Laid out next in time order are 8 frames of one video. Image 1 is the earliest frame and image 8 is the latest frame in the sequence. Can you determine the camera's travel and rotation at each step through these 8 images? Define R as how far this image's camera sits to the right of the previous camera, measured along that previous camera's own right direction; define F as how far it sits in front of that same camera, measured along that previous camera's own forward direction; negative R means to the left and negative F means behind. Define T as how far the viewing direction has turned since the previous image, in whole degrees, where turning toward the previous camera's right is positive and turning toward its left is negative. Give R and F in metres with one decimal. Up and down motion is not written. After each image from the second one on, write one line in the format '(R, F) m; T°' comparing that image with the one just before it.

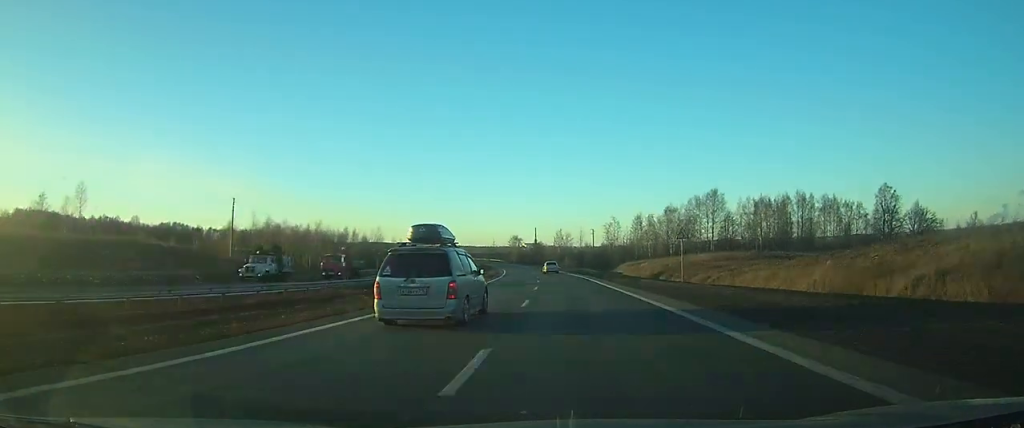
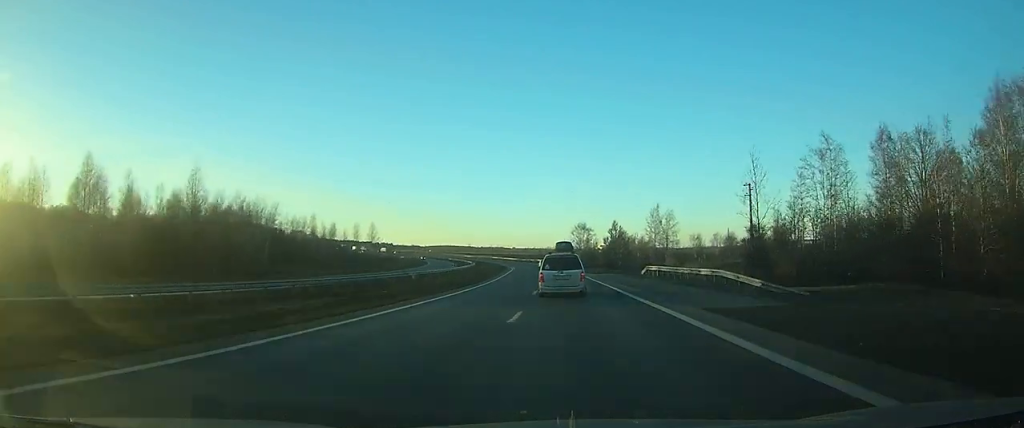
(-6.9, +108.4) m; -7°
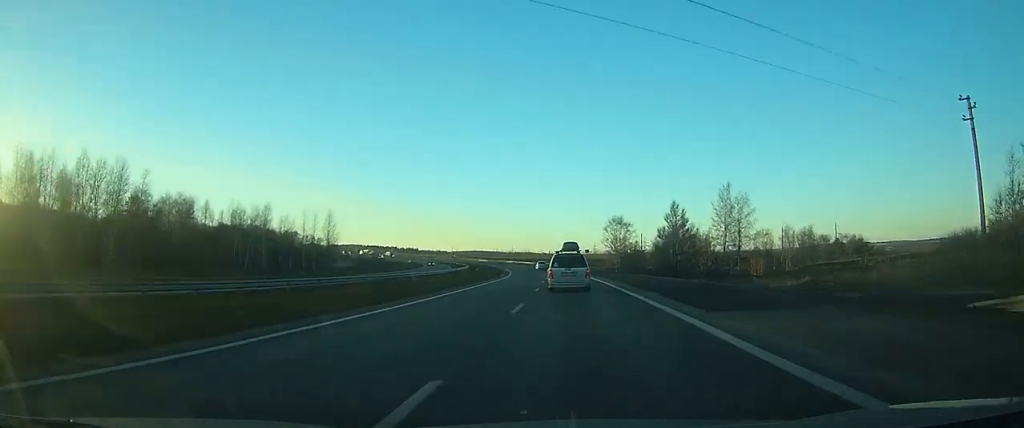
(-1.1, +47.2) m; -3°
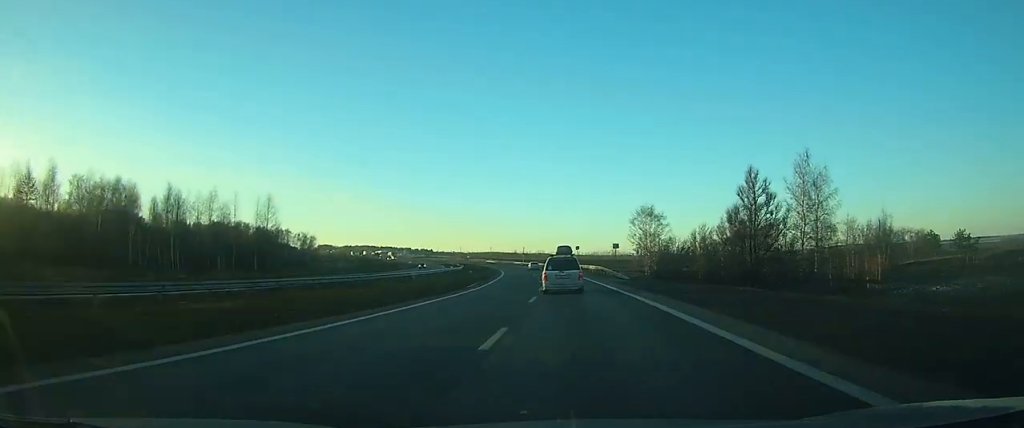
(-0.6, +31.2) m; -2°
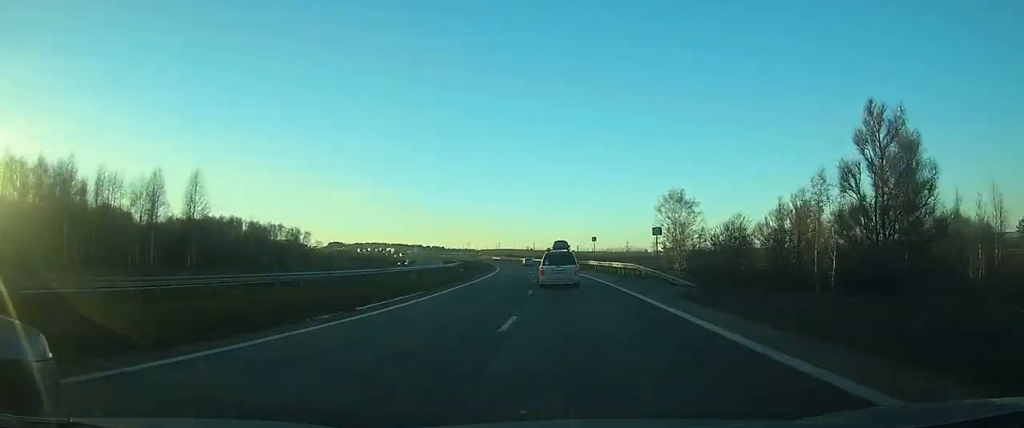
(-0.3, +22.1) m; -2°
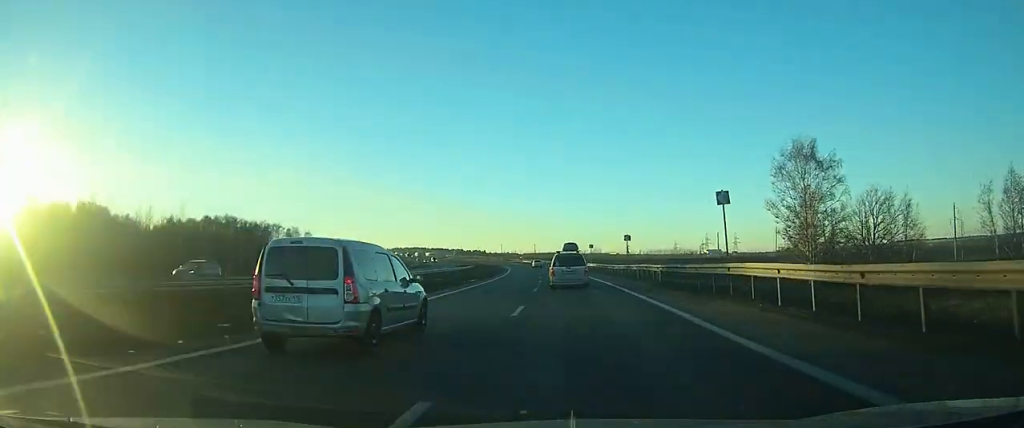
(-1.3, +44.9) m; -3°
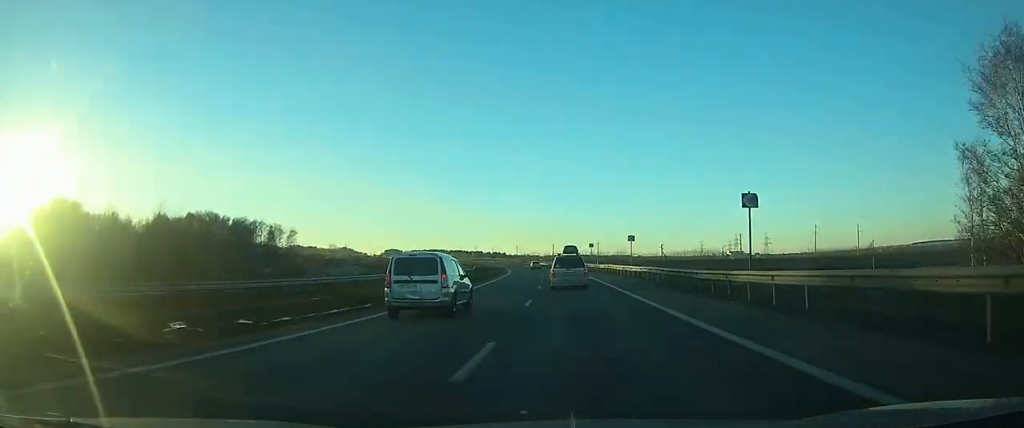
(-0.4, +31.6) m; -2°
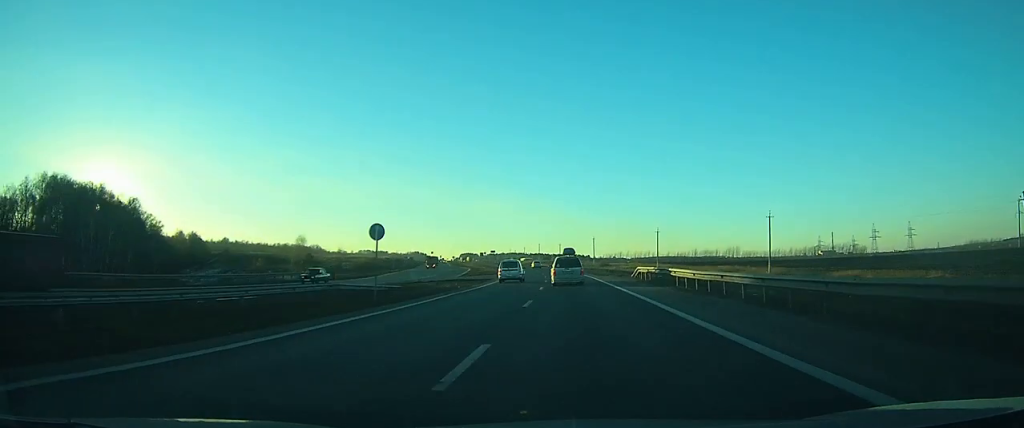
(-8.8, +116.4) m; -8°
